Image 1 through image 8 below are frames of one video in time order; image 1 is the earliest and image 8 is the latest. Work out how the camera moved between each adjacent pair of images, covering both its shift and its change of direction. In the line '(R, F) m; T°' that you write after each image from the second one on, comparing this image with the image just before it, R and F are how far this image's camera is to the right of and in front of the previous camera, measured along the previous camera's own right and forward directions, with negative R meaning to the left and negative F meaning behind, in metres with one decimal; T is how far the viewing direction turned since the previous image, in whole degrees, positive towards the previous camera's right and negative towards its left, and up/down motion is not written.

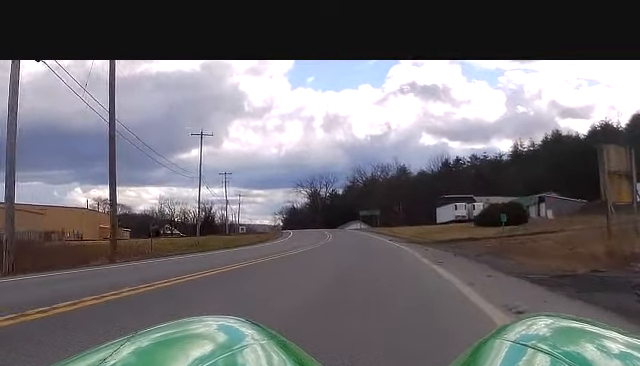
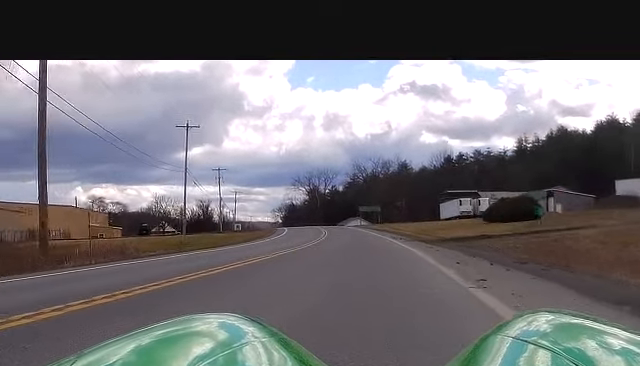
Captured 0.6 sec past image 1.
(-0.2, +7.3) m; 0°
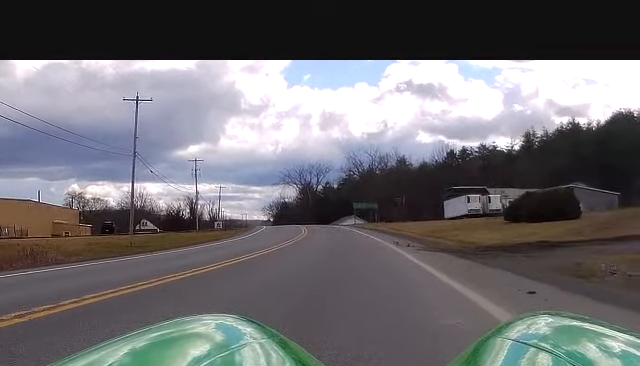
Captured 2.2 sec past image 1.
(+0.1, +17.6) m; -1°
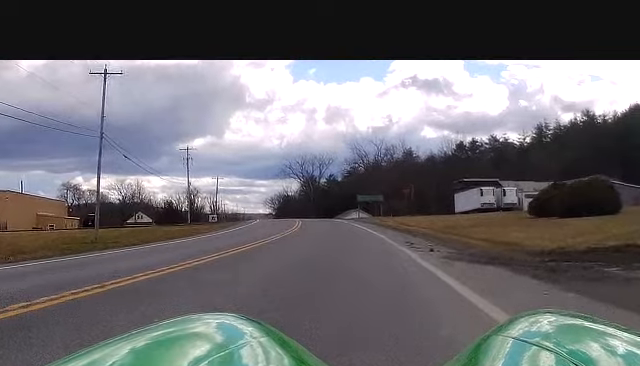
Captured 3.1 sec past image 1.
(-0.3, +9.9) m; -1°
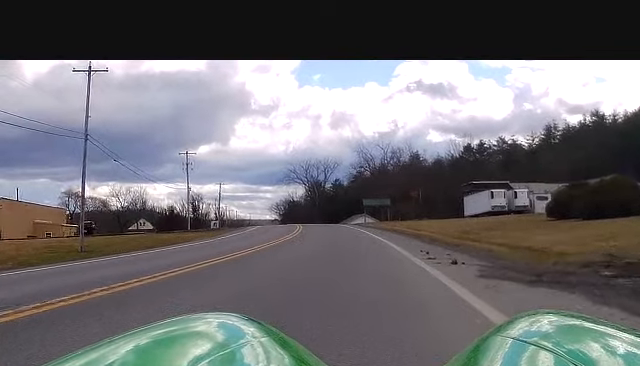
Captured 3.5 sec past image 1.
(+0.1, +4.3) m; 0°
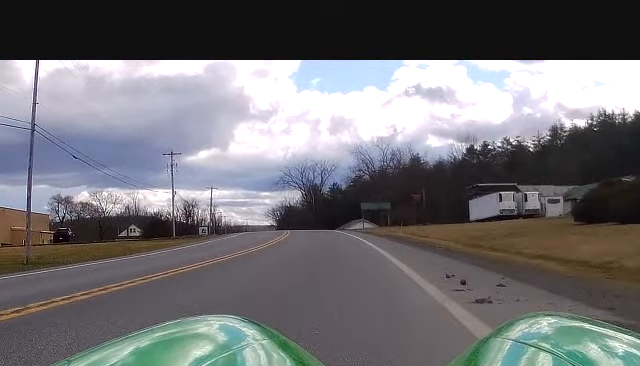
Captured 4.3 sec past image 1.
(0.0, +8.6) m; -1°
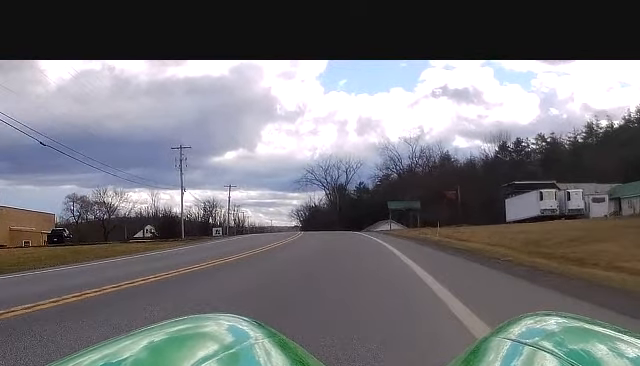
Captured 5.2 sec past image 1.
(-0.2, +10.1) m; -2°
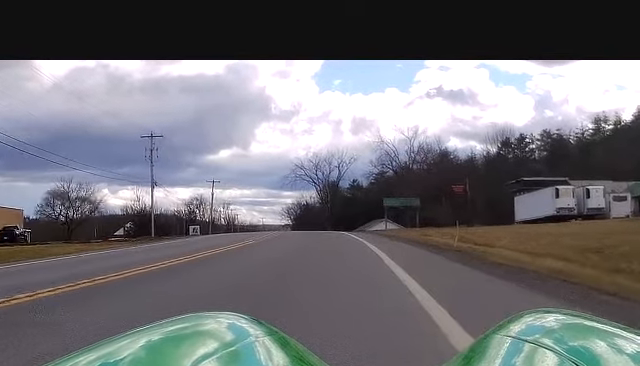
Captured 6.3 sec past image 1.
(0.0, +11.7) m; 0°
